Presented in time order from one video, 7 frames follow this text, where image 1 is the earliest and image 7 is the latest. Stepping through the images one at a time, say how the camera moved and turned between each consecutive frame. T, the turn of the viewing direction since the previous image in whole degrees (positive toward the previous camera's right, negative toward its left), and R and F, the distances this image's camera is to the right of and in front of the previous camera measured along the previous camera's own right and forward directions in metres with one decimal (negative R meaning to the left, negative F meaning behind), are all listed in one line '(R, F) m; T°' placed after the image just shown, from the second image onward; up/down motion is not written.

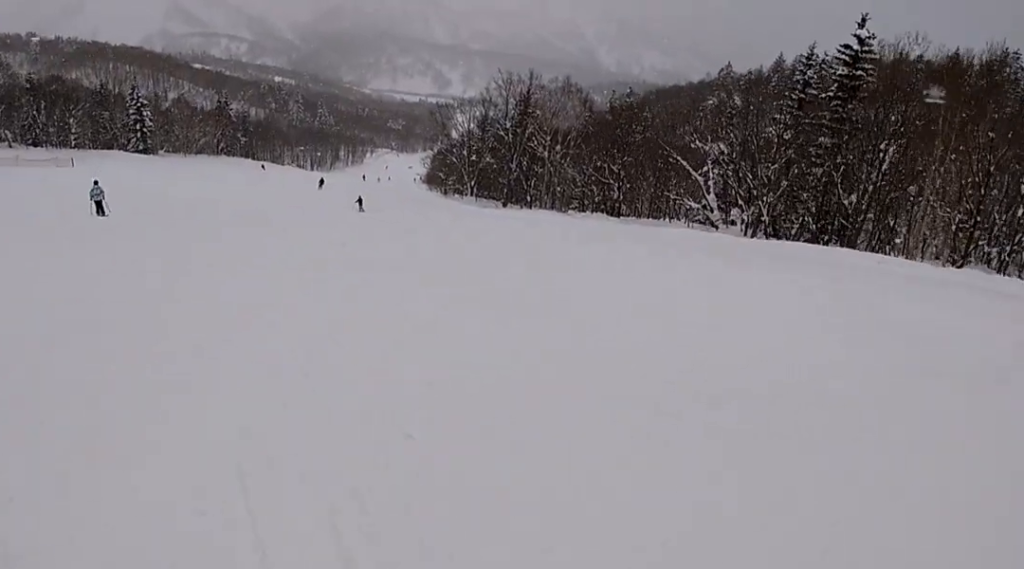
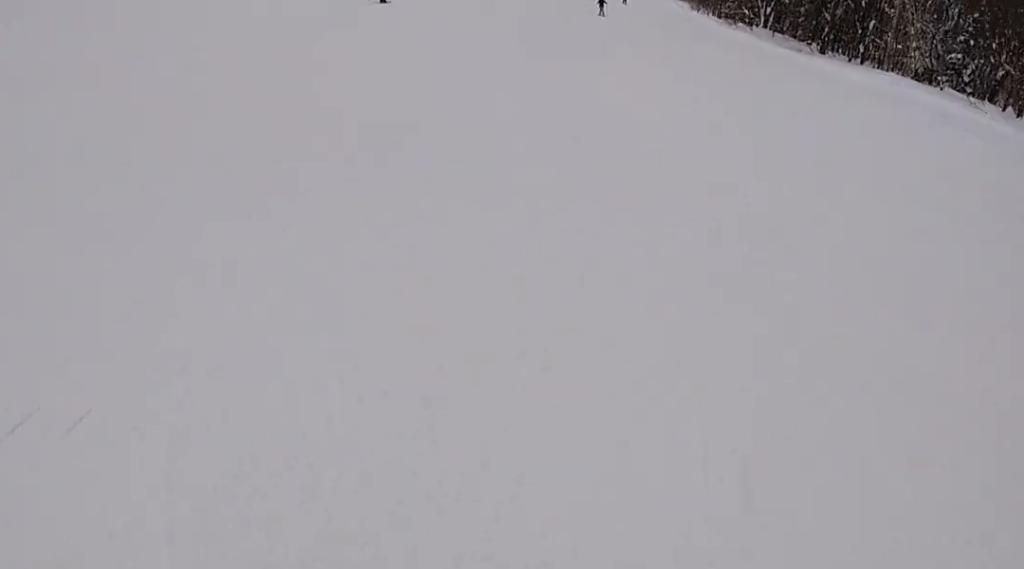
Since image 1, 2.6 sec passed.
(-2.8, +16.9) m; -28°
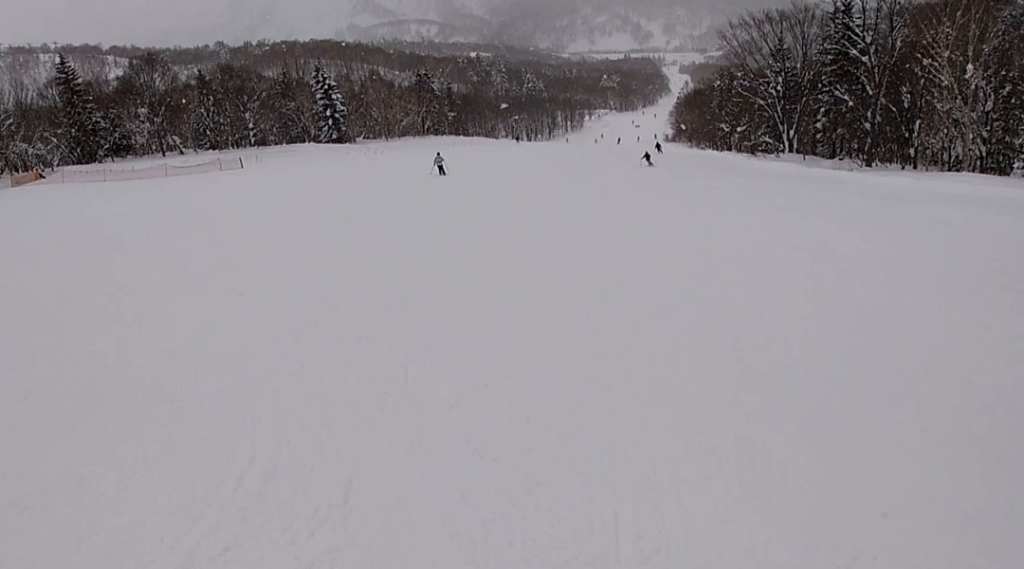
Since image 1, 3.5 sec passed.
(-1.4, +7.0) m; +3°
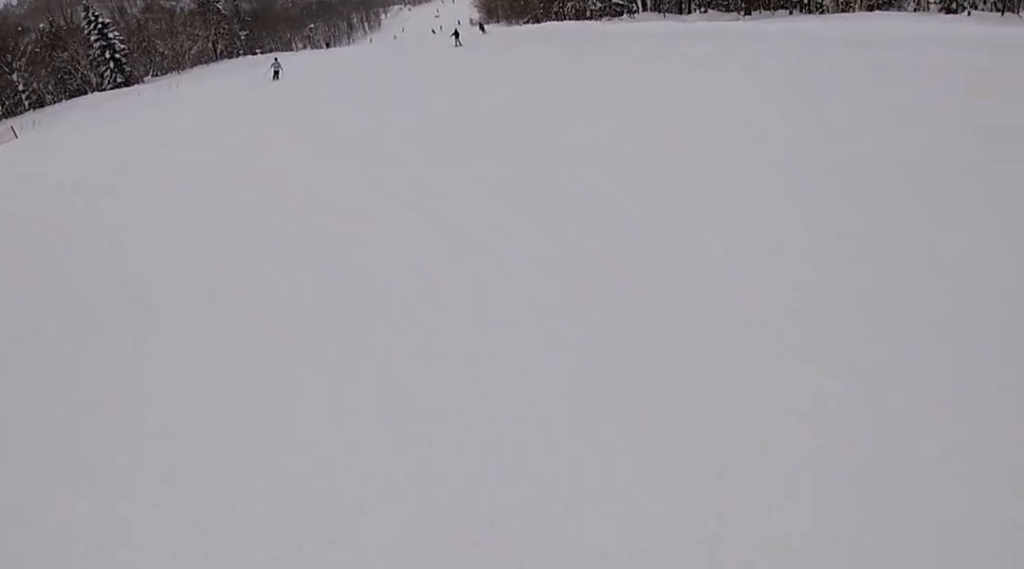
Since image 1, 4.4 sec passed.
(+1.4, +7.4) m; +18°
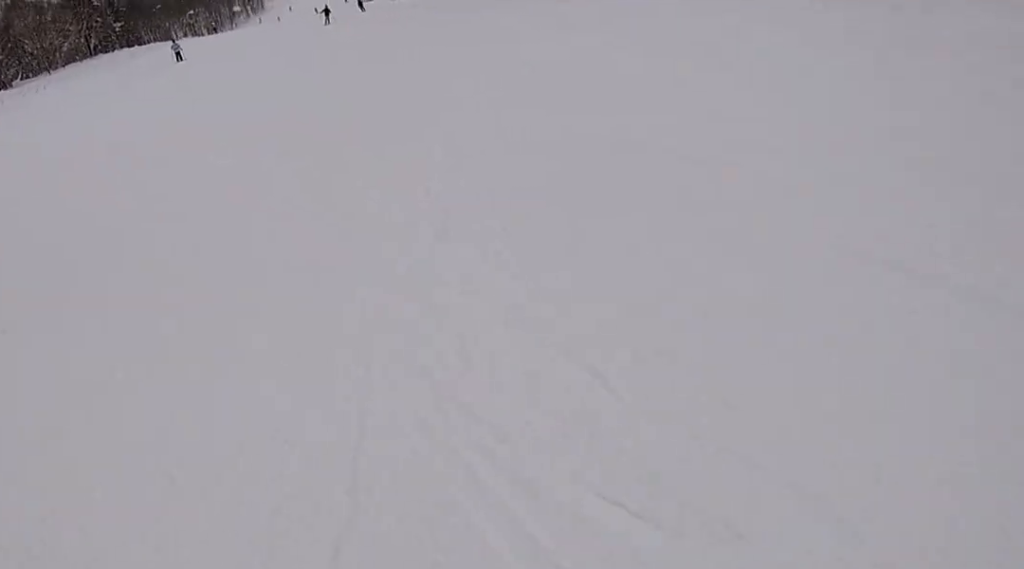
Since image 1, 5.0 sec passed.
(+0.6, +5.1) m; +11°
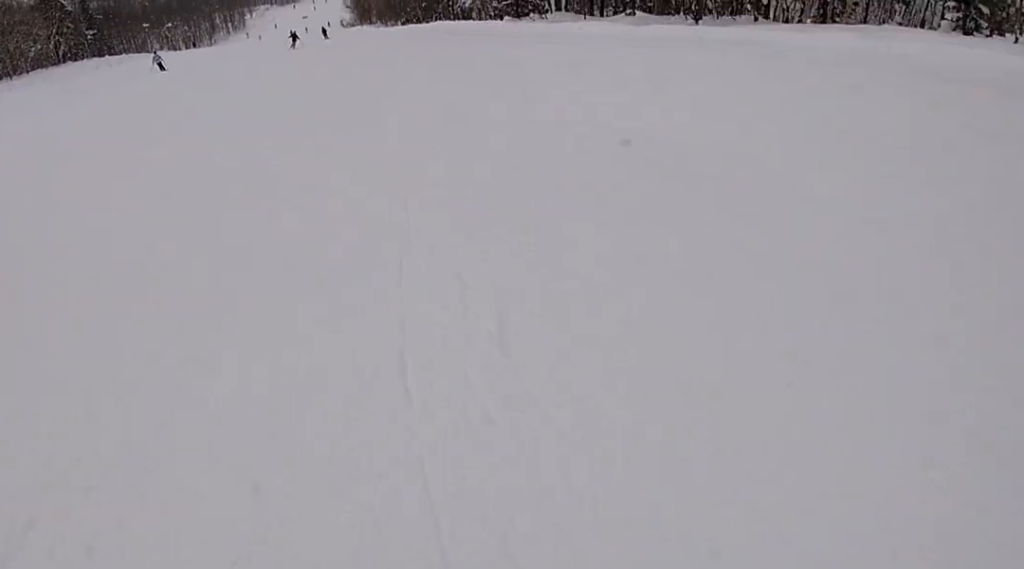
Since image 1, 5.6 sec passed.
(0.0, +5.1) m; +7°
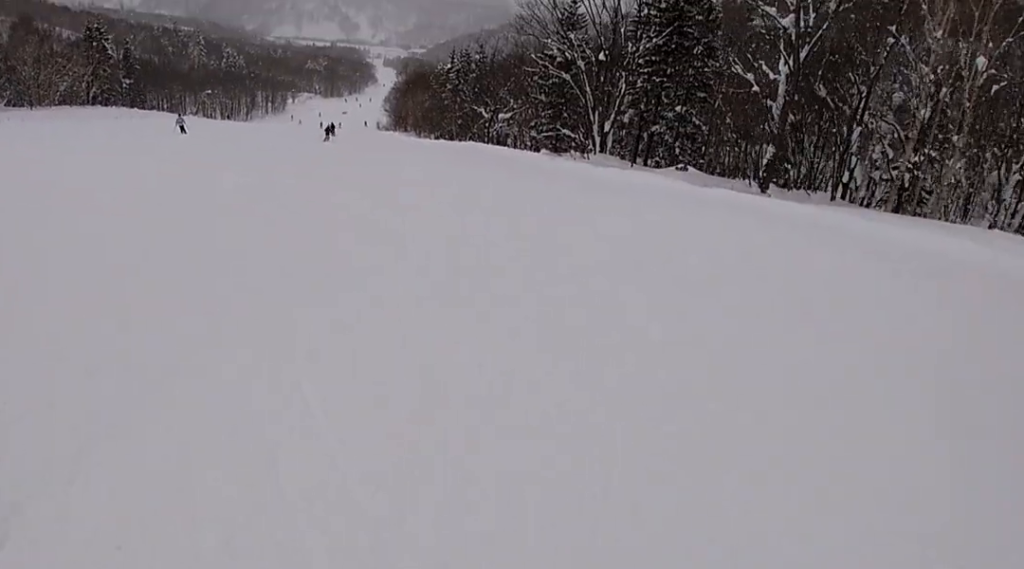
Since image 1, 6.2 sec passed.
(+0.6, +5.5) m; +1°
